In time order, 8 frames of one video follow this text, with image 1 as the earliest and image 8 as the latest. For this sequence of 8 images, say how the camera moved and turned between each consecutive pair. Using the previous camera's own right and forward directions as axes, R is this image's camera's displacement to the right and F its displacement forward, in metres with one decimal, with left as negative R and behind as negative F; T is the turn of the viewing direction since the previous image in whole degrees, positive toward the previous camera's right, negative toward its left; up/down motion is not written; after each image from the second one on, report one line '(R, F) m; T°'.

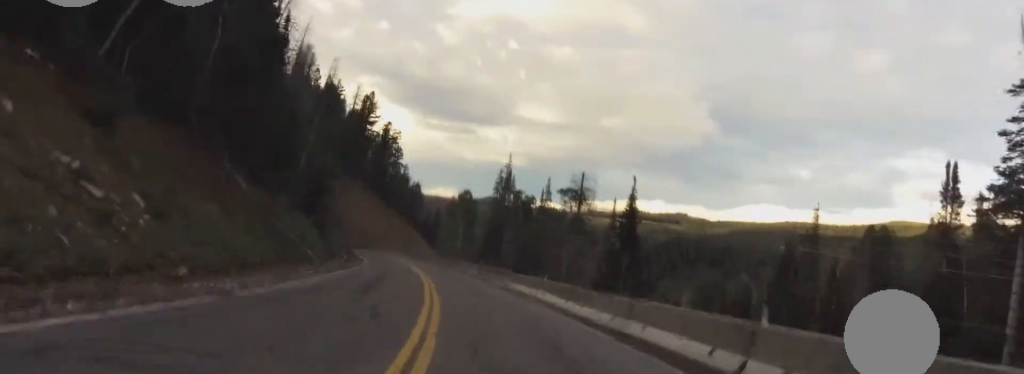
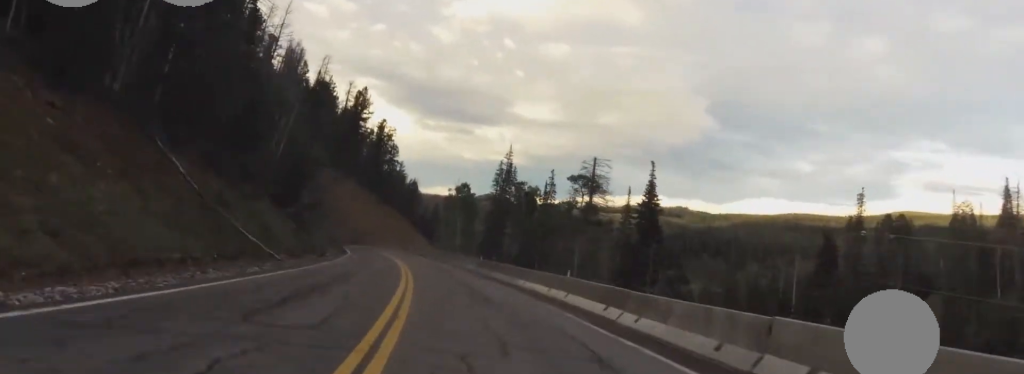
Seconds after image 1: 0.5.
(+0.1, +7.1) m; -2°
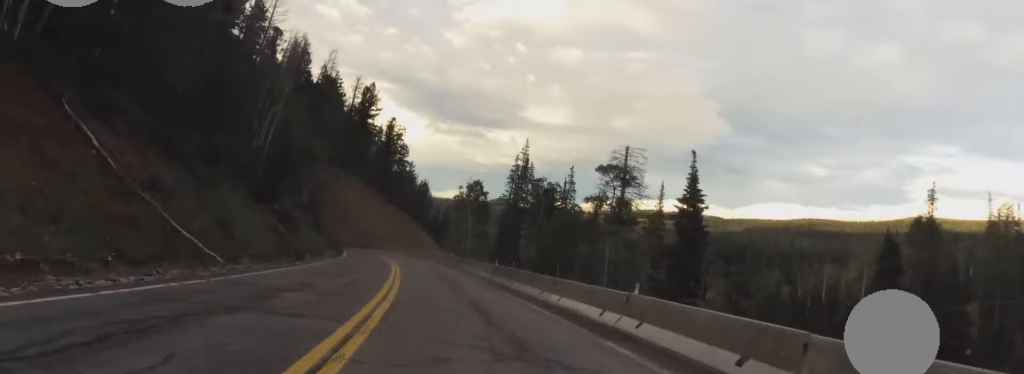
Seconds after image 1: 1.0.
(-0.1, +7.2) m; -3°
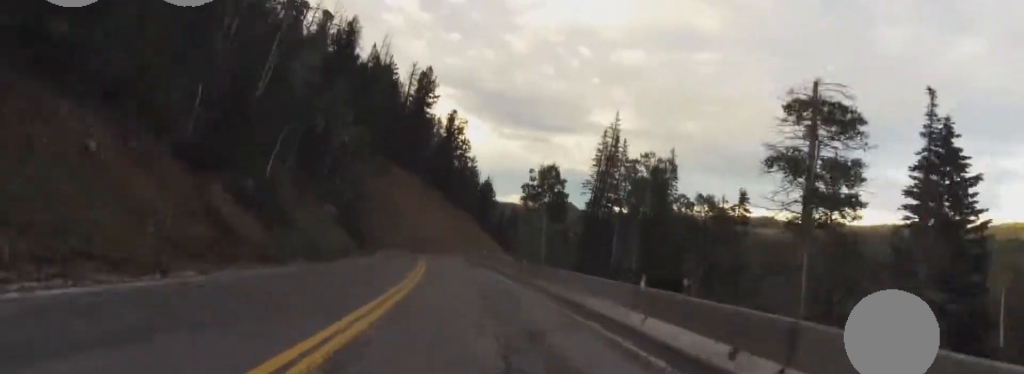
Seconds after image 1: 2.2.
(-1.5, +17.6) m; -6°
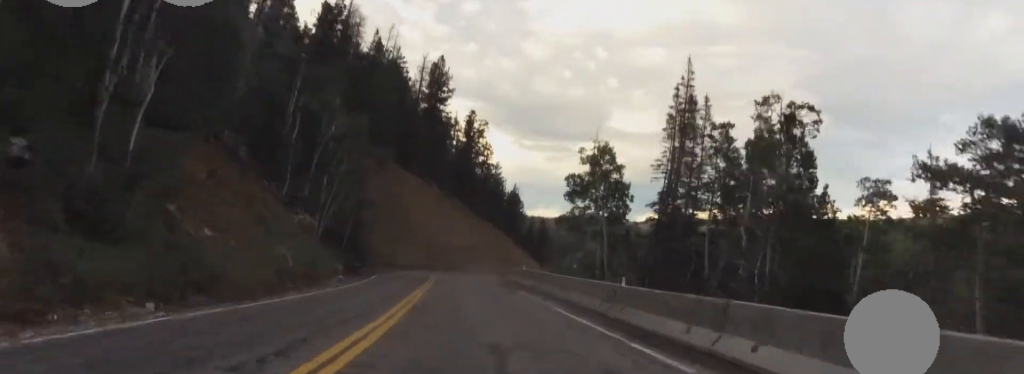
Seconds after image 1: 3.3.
(-0.1, +15.9) m; 0°
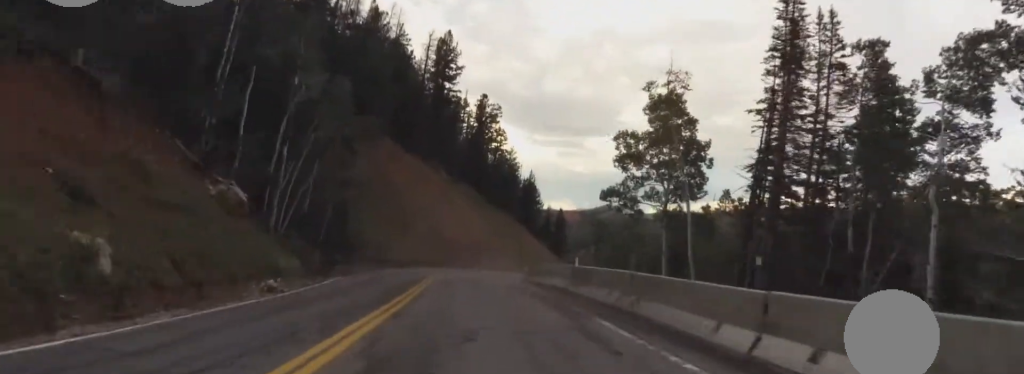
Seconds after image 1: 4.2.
(+0.1, +13.6) m; 0°
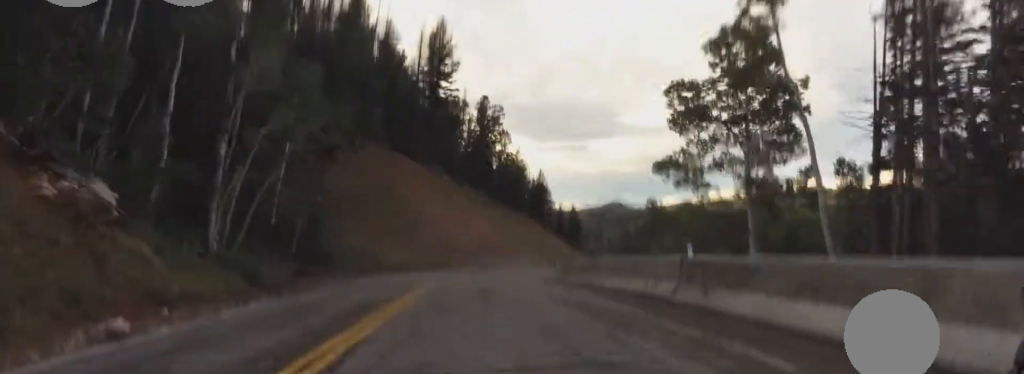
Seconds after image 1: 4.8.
(-0.6, +9.6) m; 0°
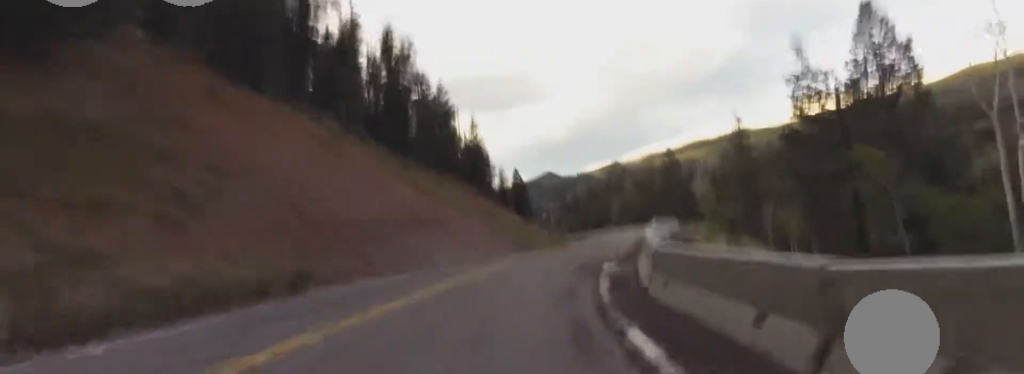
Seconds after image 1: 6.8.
(+2.1, +31.5) m; +11°
